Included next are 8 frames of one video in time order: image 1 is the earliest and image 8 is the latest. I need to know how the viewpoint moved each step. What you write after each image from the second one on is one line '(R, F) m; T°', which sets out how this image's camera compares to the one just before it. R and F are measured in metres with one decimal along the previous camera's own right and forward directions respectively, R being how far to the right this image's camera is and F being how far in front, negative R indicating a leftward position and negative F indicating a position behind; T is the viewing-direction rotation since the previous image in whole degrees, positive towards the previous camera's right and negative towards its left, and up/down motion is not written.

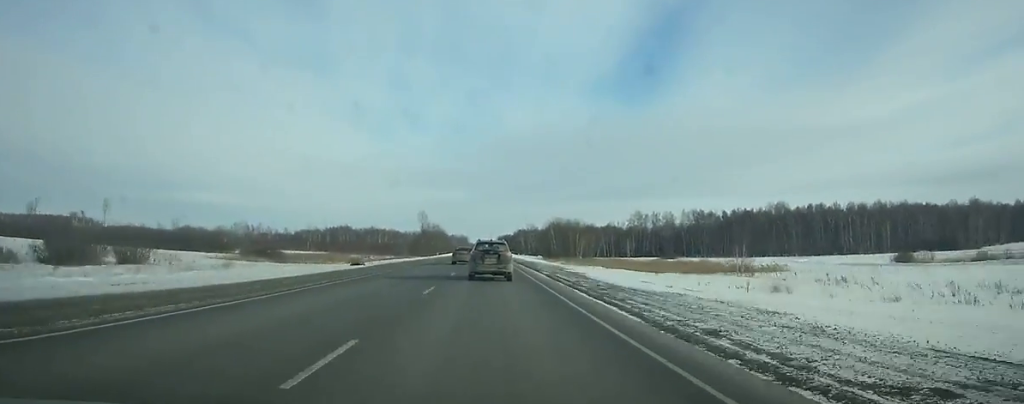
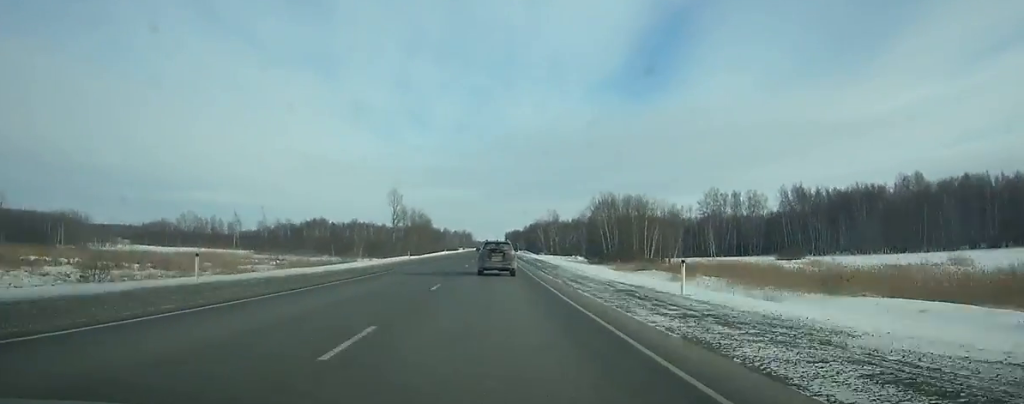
(-0.3, +94.5) m; 0°
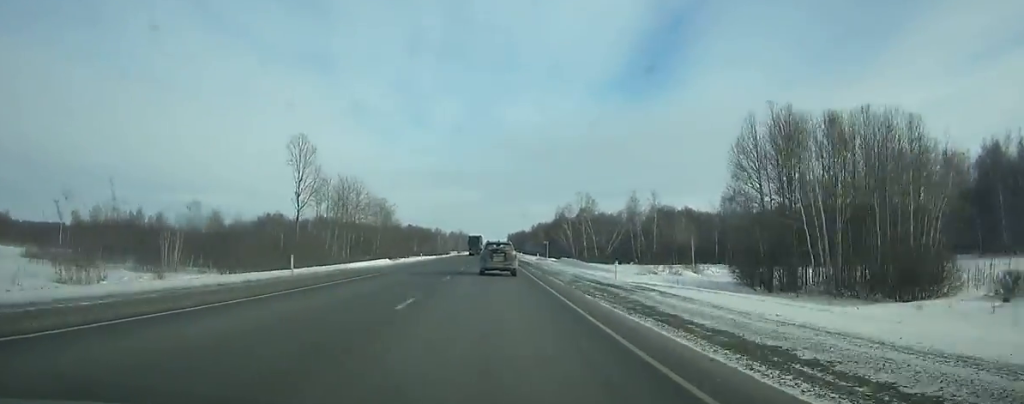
(-0.1, +89.3) m; 0°
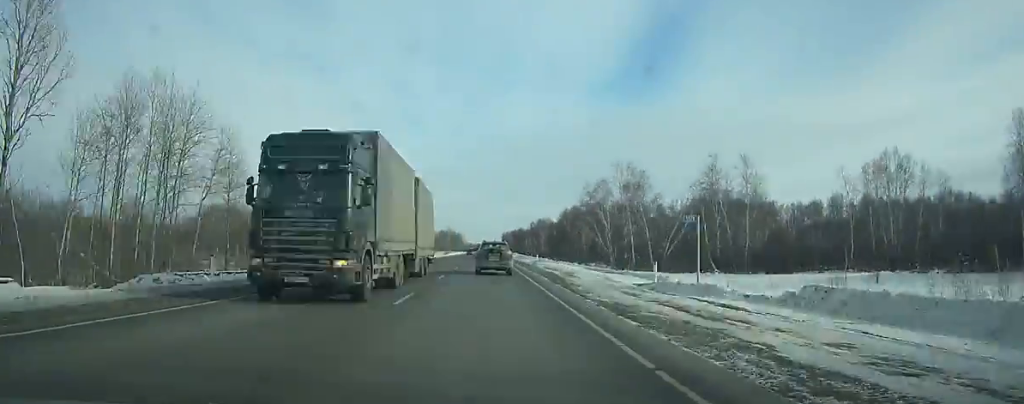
(+0.3, +57.9) m; 0°
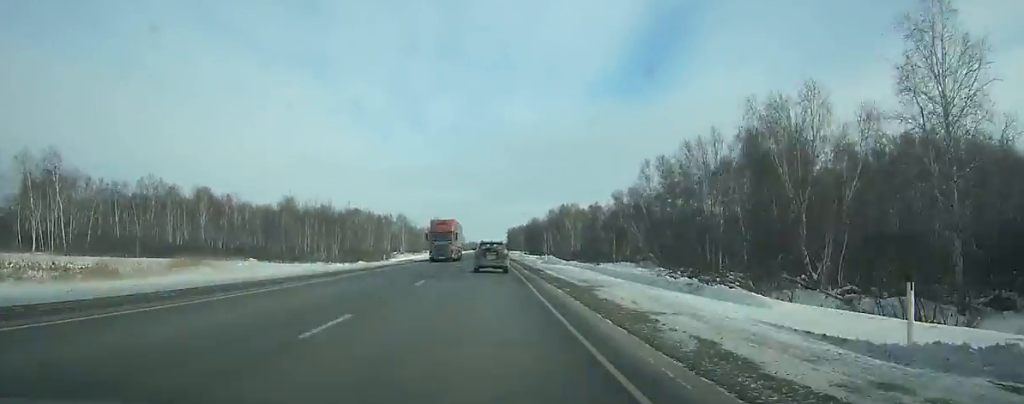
(+0.2, +113.4) m; 0°
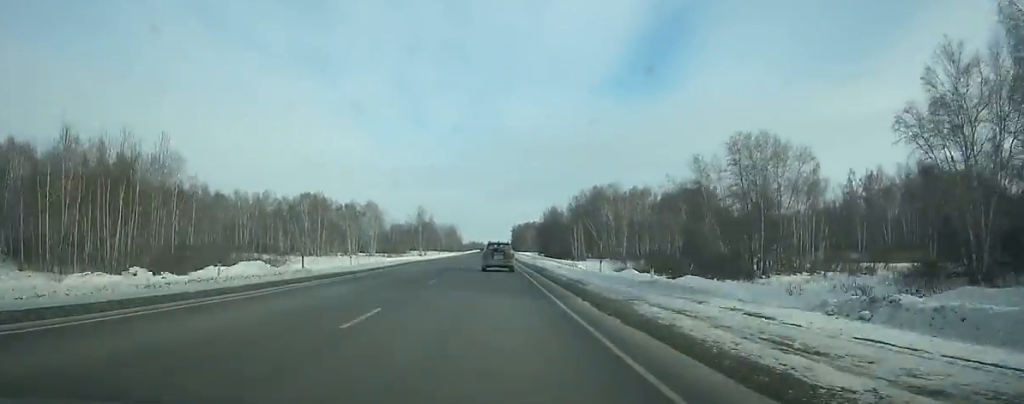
(-0.3, +81.8) m; 0°
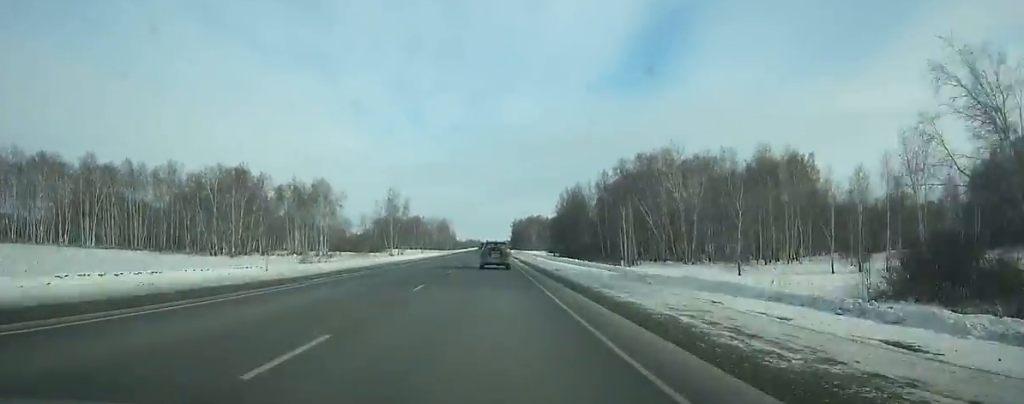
(+0.4, +63.4) m; 0°
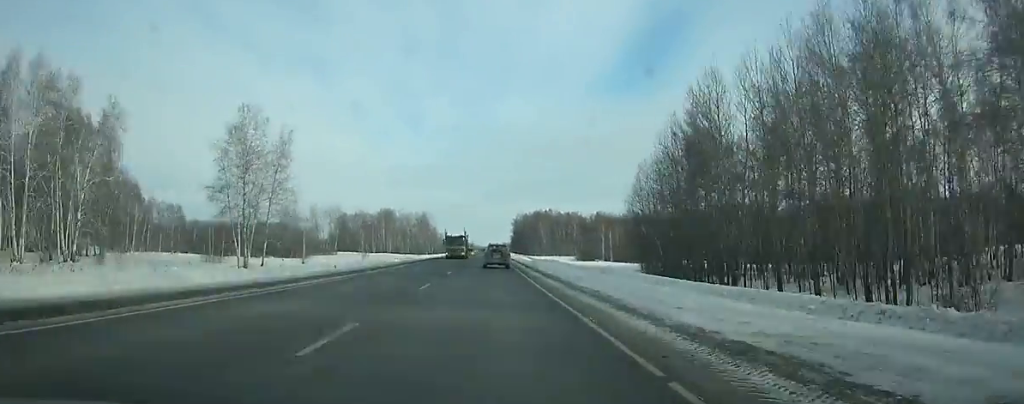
(-0.2, +106.0) m; 0°
